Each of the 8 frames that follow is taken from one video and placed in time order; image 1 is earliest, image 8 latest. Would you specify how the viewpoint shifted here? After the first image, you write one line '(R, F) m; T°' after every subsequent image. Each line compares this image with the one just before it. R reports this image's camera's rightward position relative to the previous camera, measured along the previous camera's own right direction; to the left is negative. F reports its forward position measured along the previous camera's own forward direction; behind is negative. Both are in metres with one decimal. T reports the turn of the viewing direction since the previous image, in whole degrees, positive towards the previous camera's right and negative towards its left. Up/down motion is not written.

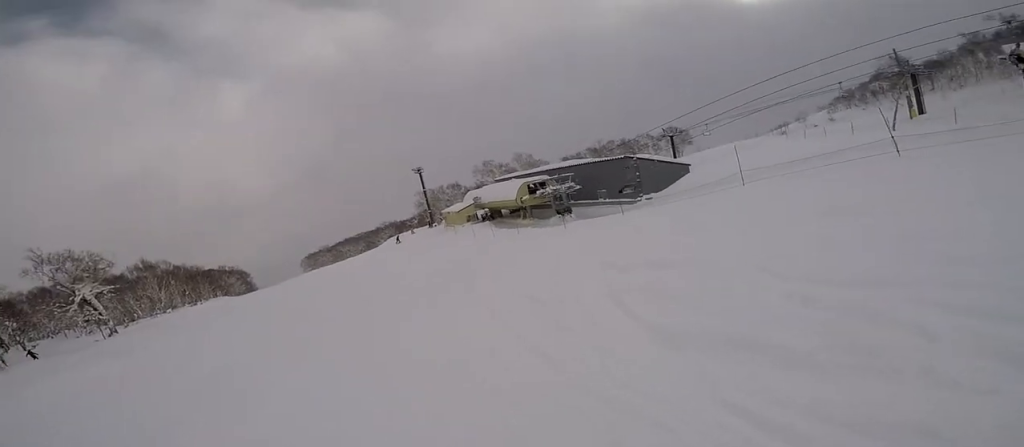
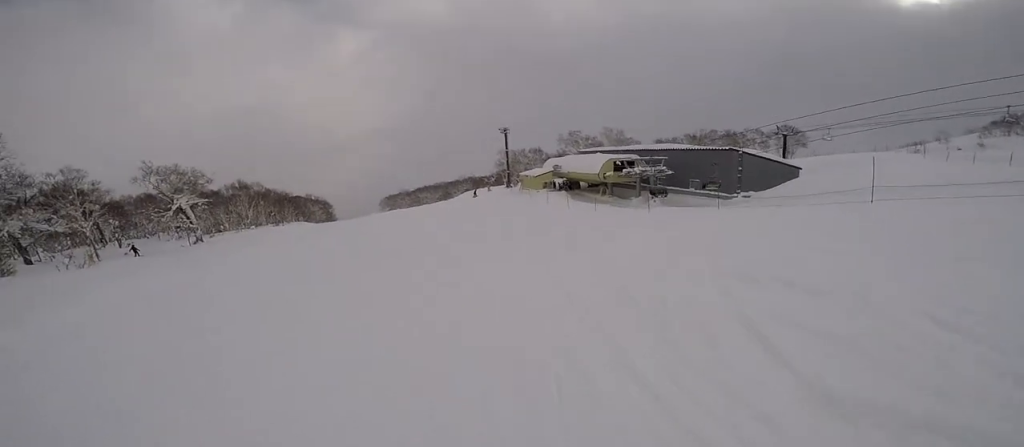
(-0.3, +1.0) m; -4°
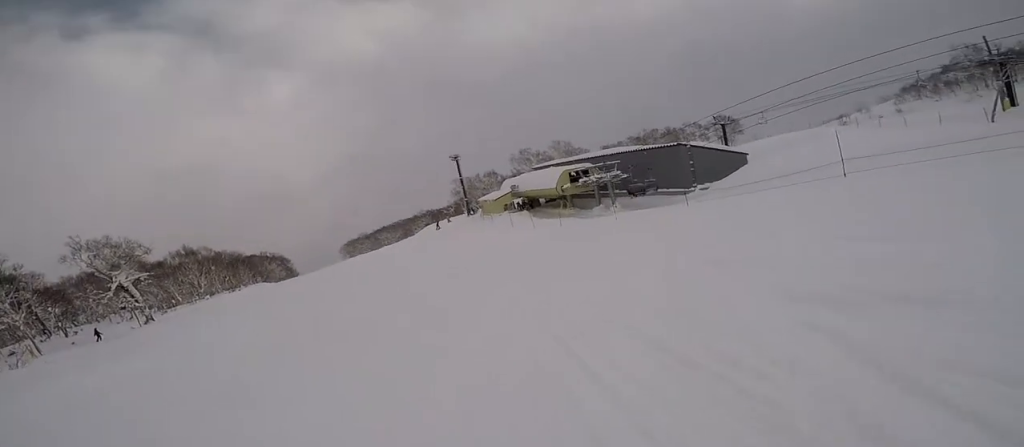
(-0.1, +1.8) m; +9°
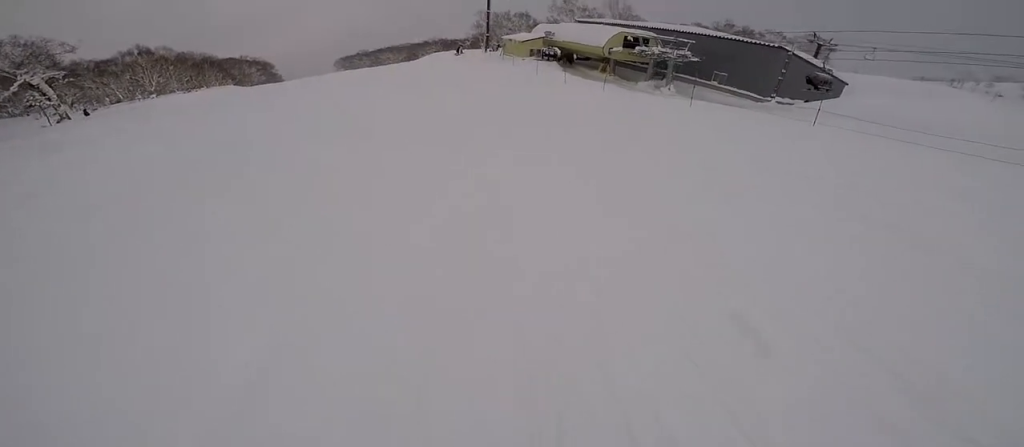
(+0.4, +7.1) m; +3°
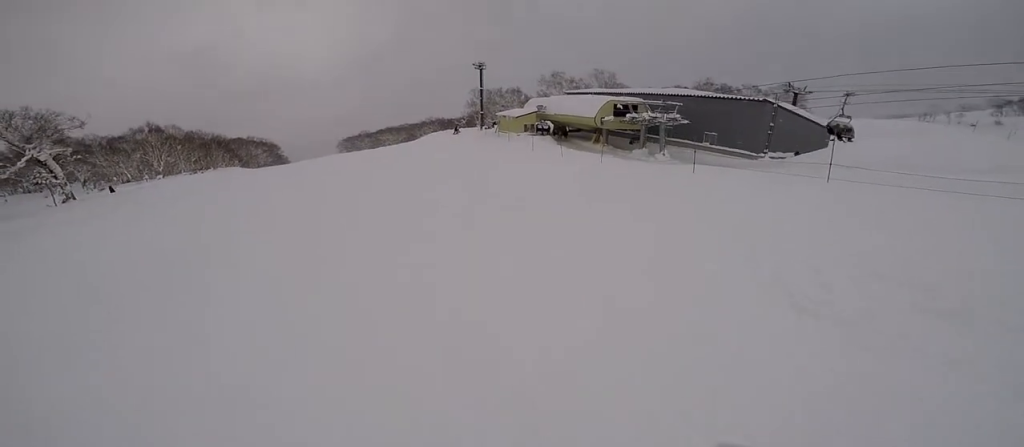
(0.0, +1.7) m; +1°
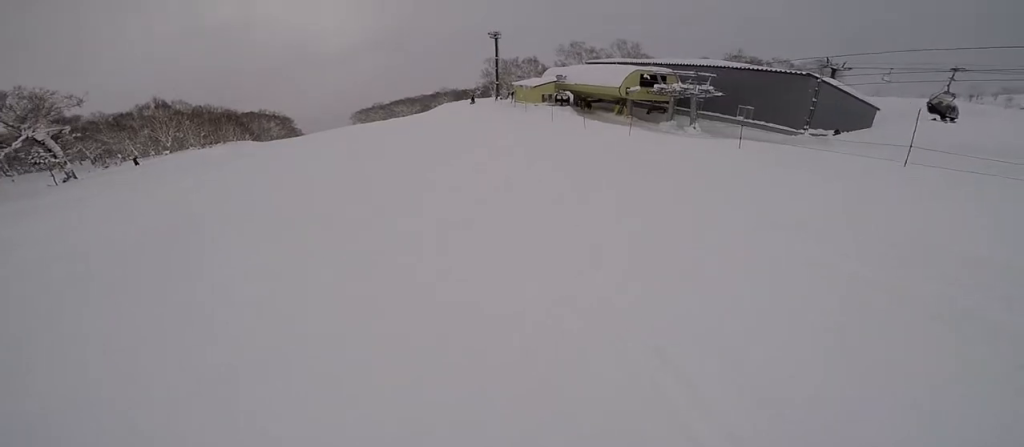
(+0.8, +1.9) m; +1°
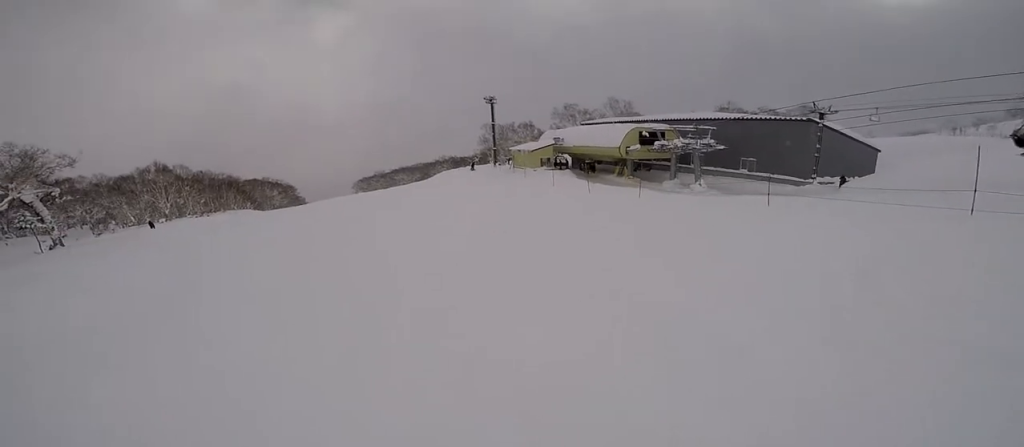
(+0.1, +2.4) m; -2°
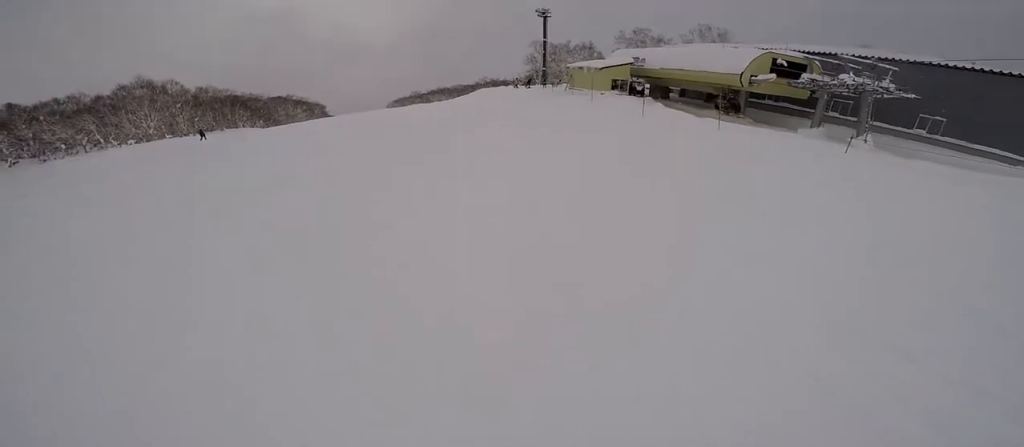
(-1.2, +10.4) m; -9°
